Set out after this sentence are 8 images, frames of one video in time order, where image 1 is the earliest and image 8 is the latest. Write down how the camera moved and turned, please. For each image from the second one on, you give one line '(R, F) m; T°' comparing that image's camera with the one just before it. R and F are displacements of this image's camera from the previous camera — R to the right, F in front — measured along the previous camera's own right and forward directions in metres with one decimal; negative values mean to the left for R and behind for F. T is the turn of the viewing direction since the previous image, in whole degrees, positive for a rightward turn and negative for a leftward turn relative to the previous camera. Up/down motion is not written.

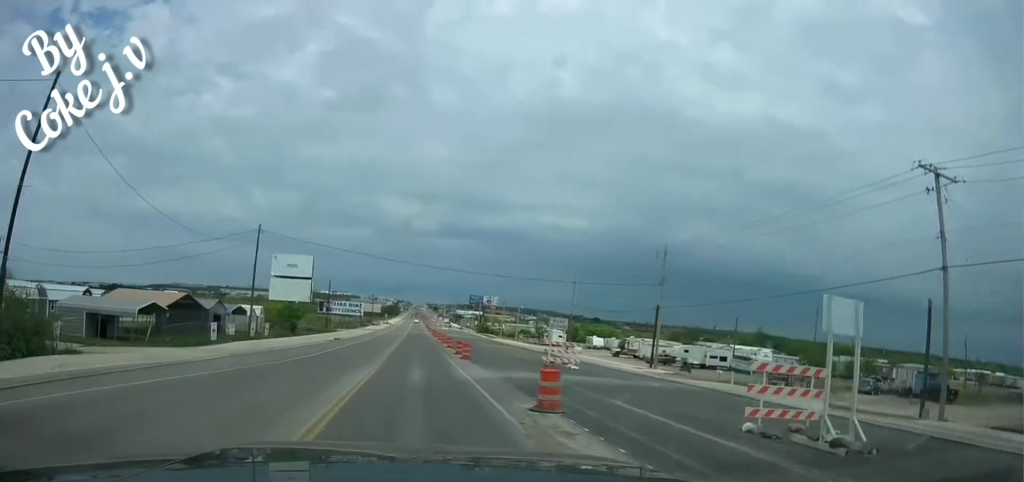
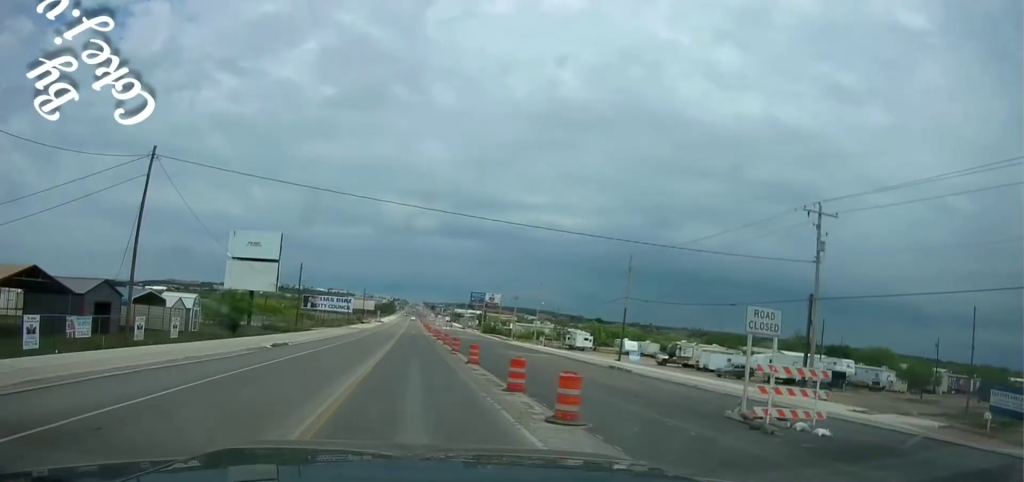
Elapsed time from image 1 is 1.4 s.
(0.0, +24.2) m; +1°
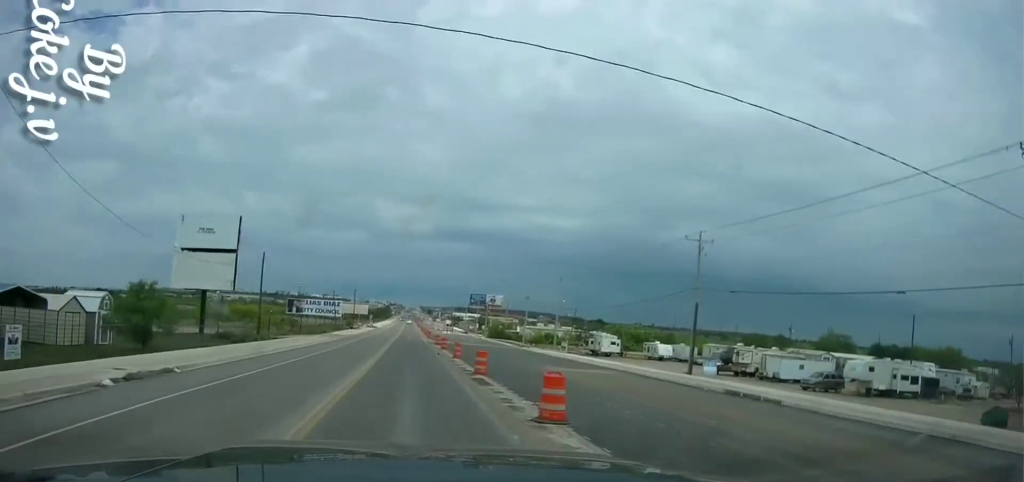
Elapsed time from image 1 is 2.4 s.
(+0.2, +16.8) m; +1°
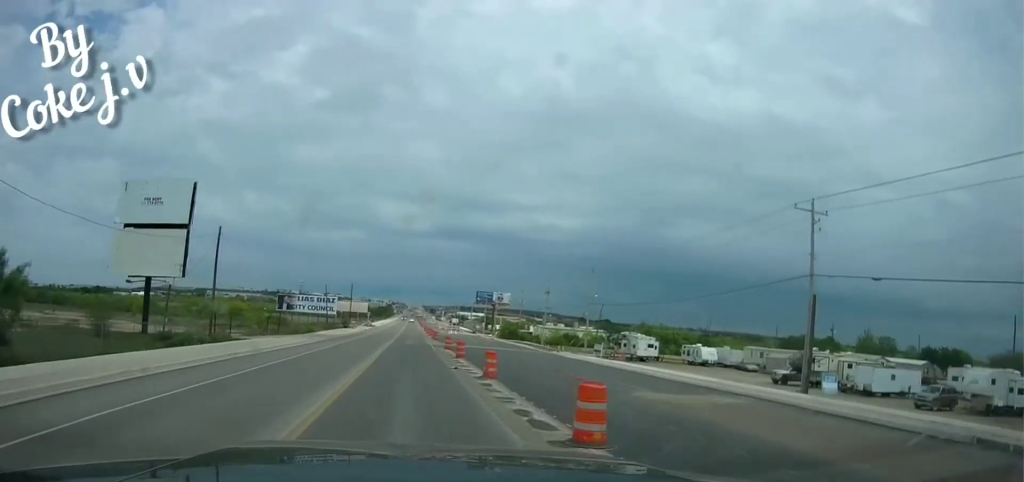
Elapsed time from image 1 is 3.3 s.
(0.0, +14.8) m; -1°
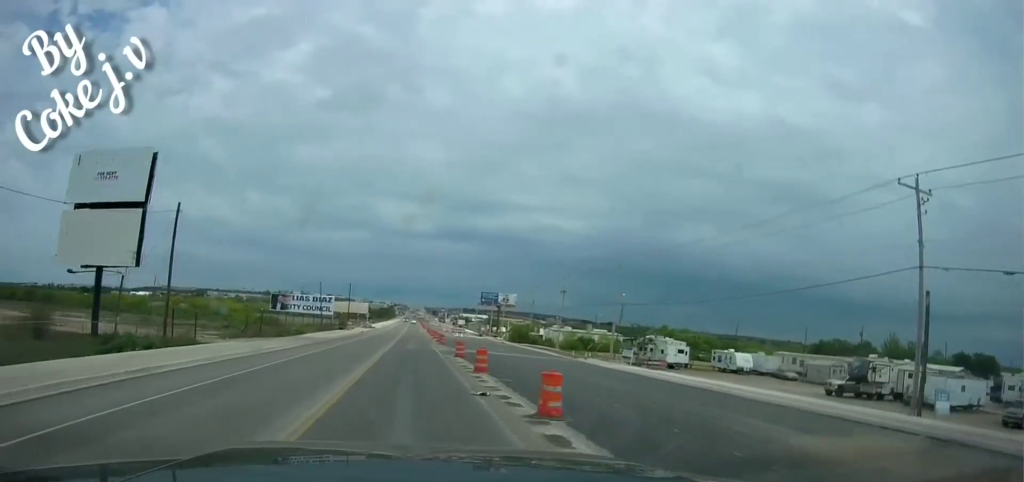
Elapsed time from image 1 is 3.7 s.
(+0.1, +8.4) m; -1°
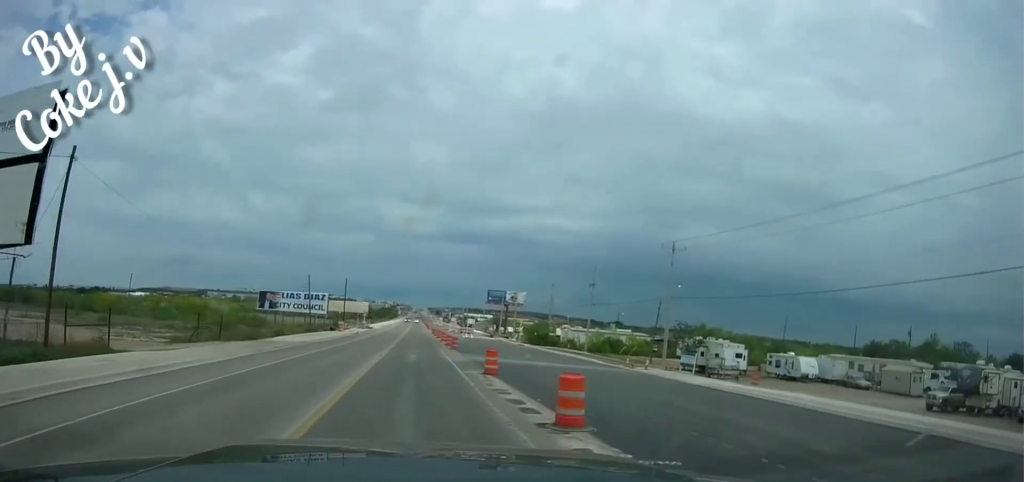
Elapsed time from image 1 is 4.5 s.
(-0.3, +14.3) m; 0°
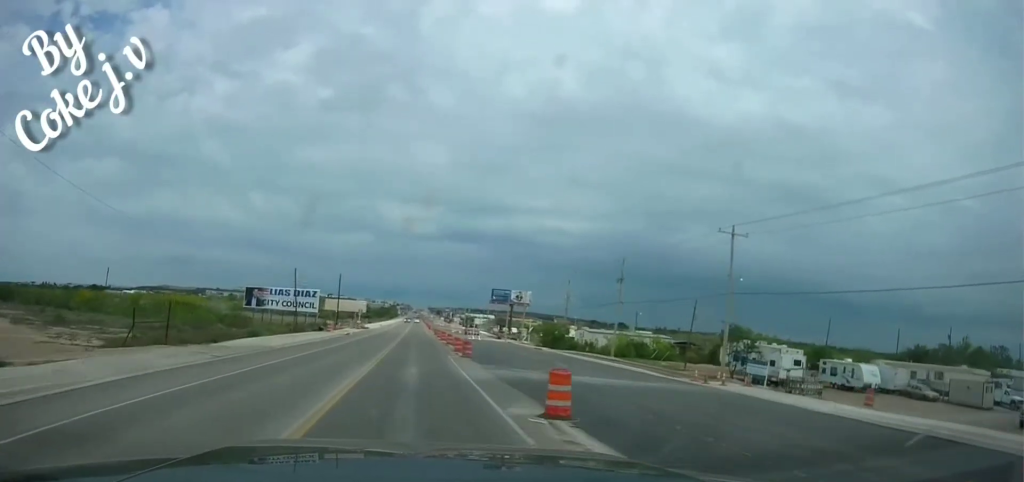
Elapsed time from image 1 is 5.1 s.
(0.0, +10.7) m; 0°
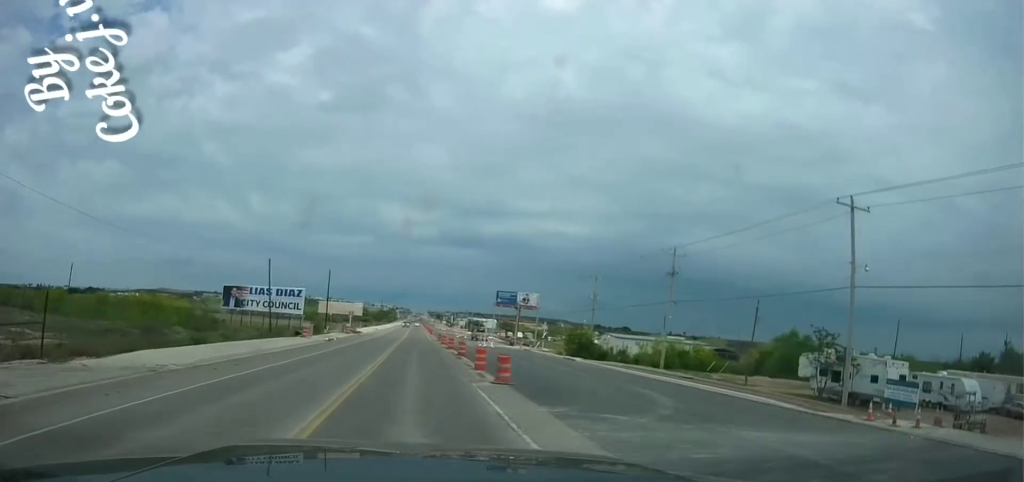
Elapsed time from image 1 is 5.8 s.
(+0.3, +13.4) m; +1°
